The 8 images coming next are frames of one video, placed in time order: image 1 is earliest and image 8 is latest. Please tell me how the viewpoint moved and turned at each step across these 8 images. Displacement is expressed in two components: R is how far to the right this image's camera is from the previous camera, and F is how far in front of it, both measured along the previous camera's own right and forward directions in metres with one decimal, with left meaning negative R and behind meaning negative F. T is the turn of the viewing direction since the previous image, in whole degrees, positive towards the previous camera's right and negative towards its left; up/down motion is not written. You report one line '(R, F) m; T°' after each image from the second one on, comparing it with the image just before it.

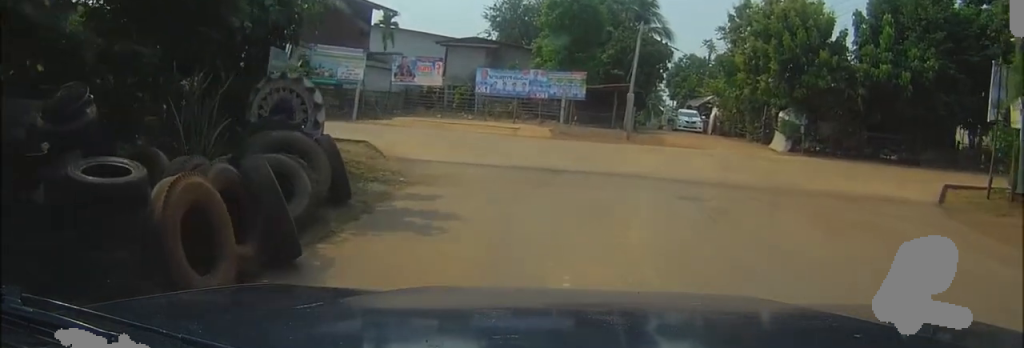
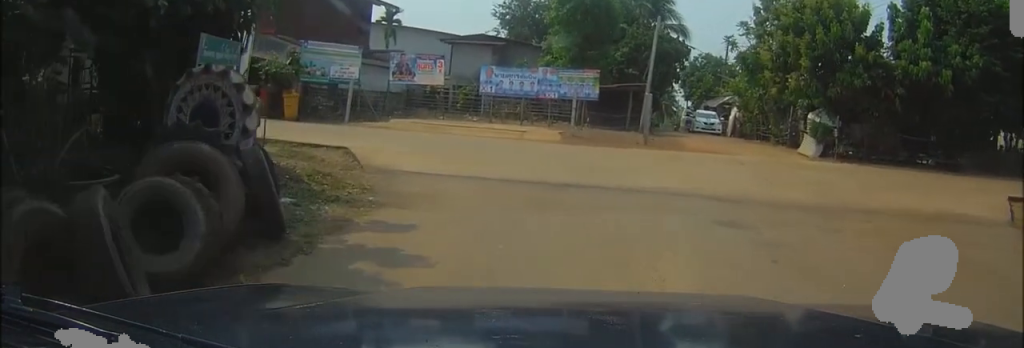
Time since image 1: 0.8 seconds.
(-0.1, +1.9) m; -5°
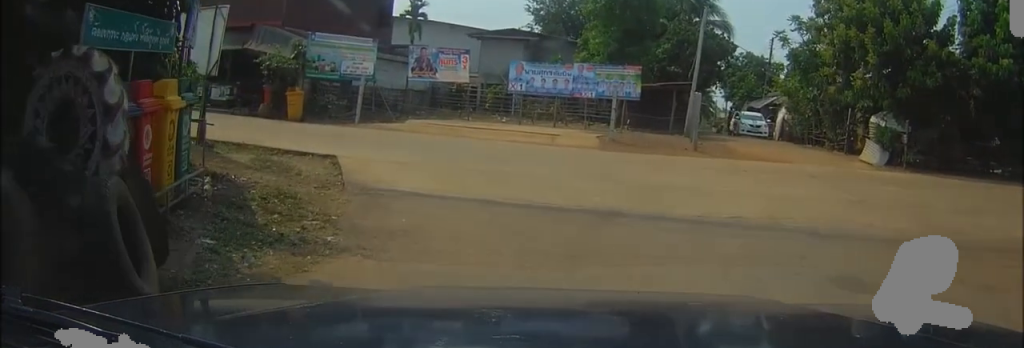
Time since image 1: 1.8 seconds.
(-0.1, +2.5) m; -3°
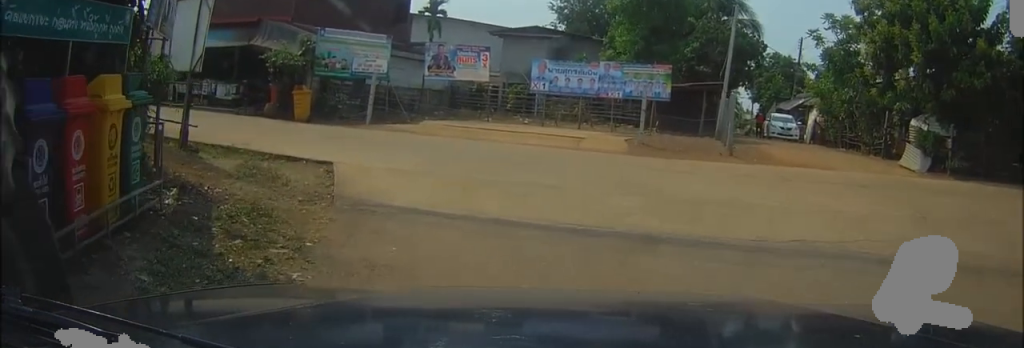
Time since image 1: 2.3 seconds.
(0.0, +1.3) m; 0°
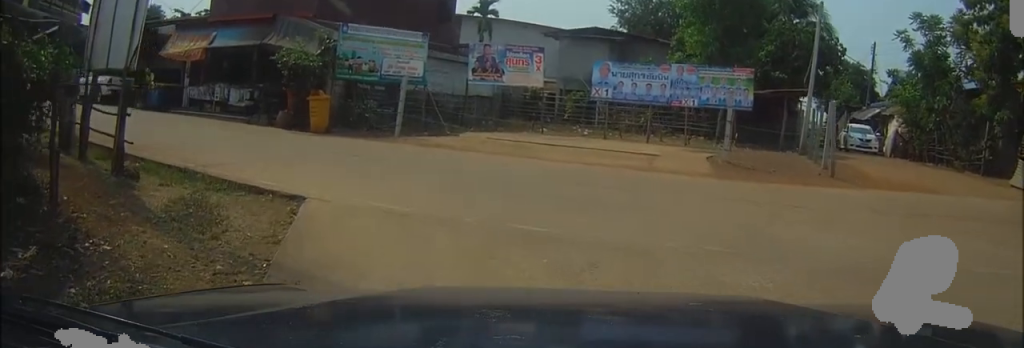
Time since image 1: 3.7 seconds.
(0.0, +2.9) m; -1°
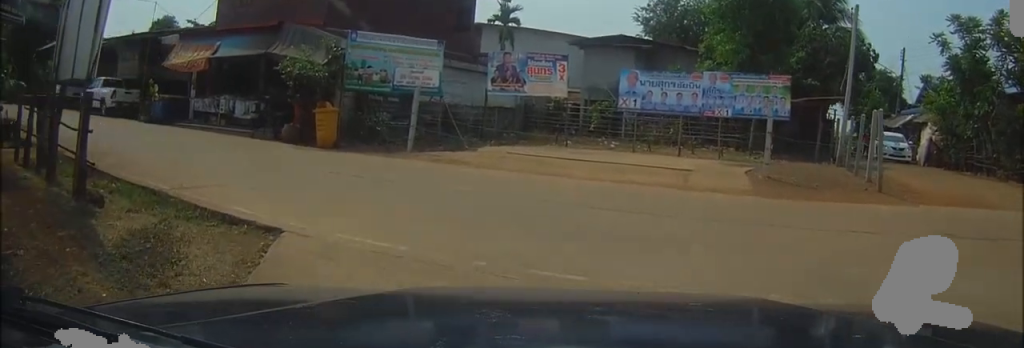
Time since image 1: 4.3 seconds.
(0.0, +1.2) m; -1°
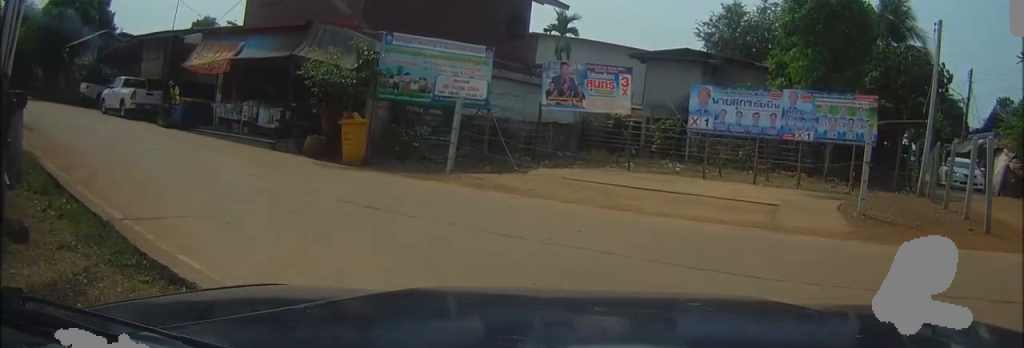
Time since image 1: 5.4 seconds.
(-0.1, +2.1) m; -12°
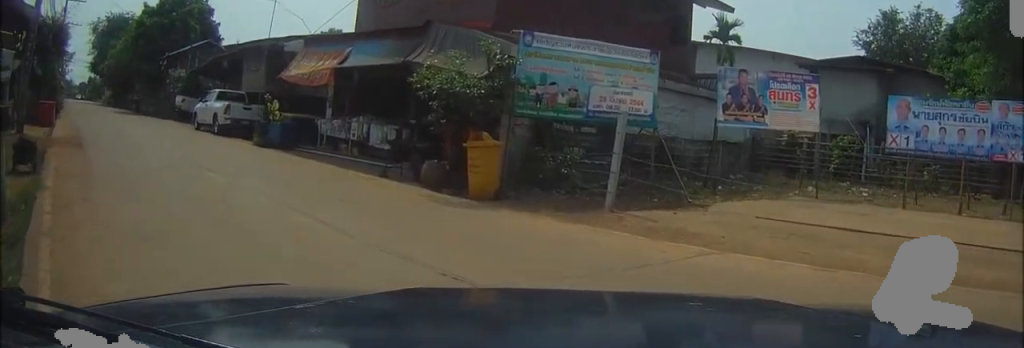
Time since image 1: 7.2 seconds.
(-0.8, +3.4) m; -26°
